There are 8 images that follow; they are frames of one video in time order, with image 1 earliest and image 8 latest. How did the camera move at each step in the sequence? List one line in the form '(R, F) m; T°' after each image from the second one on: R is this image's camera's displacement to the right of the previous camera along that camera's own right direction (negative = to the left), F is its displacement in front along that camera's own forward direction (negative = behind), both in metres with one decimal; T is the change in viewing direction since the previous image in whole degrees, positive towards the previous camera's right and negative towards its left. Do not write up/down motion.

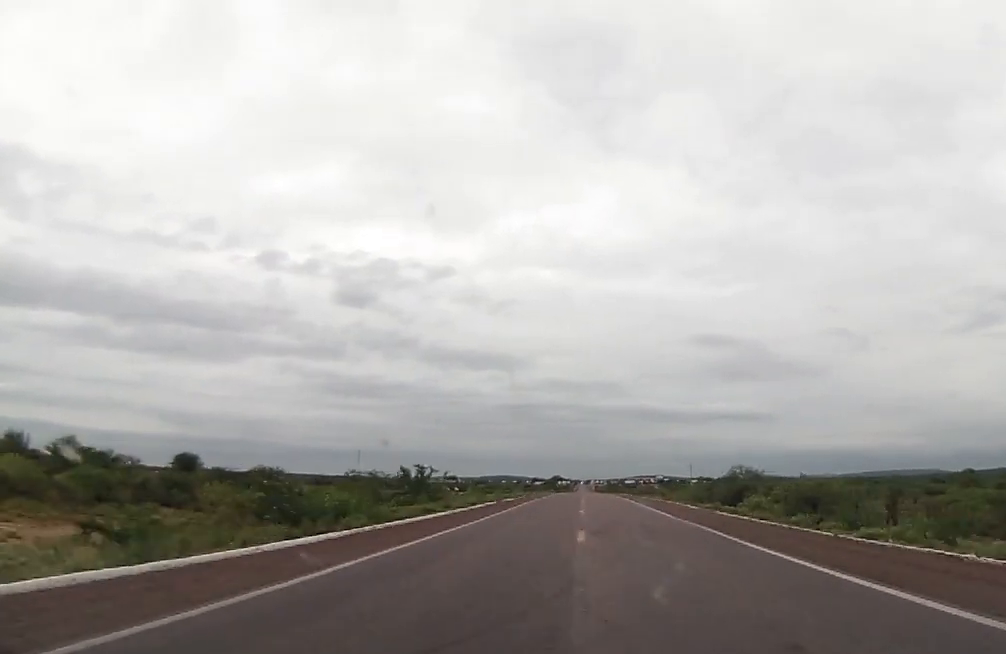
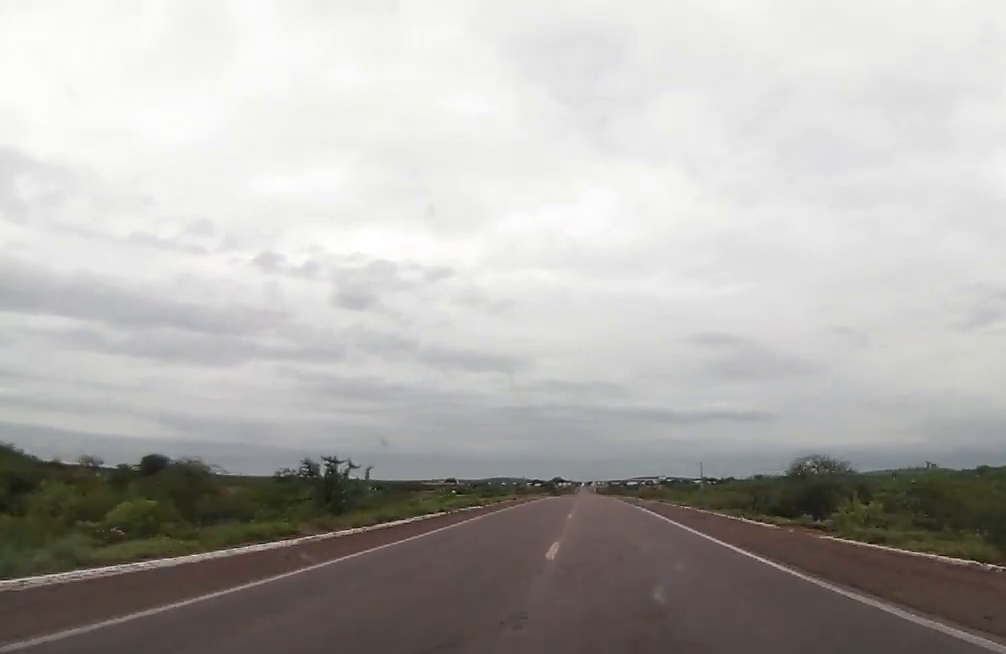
(+0.2, +20.9) m; 0°
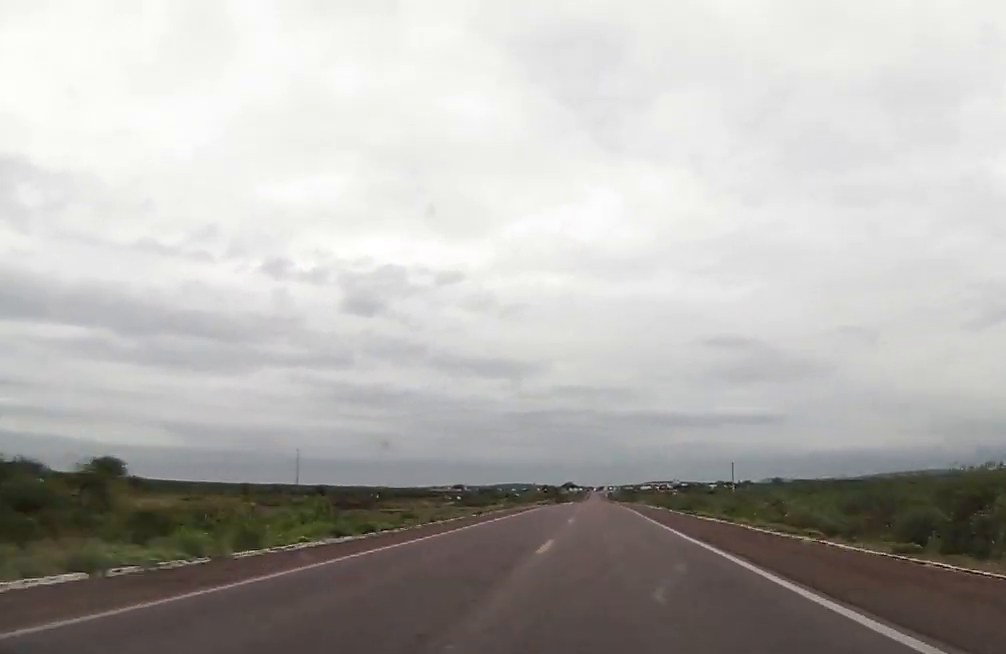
(-0.2, +31.5) m; 0°
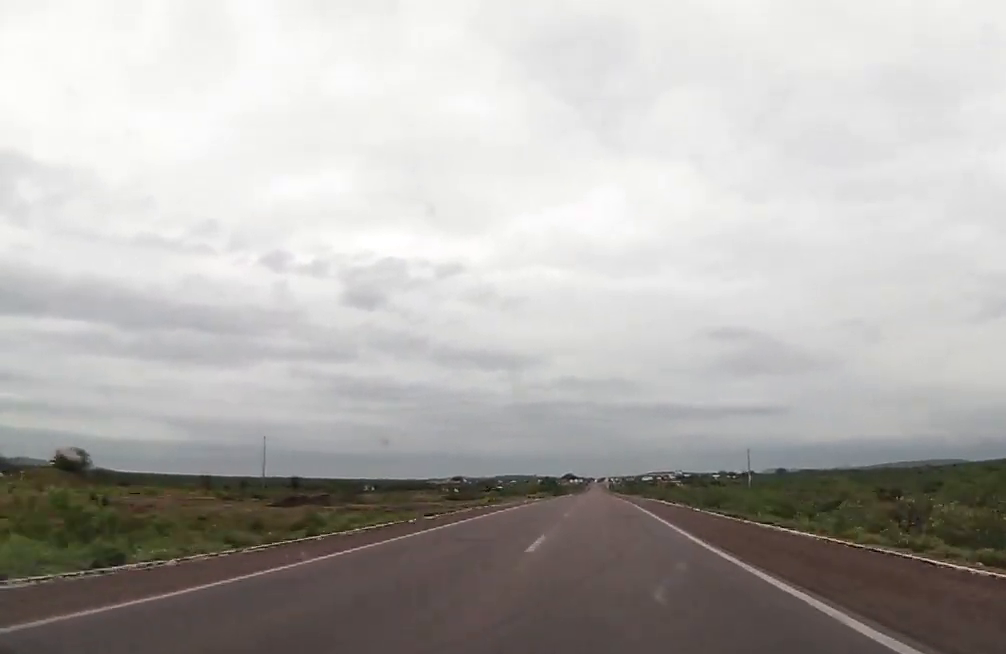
(0.0, +17.6) m; 0°
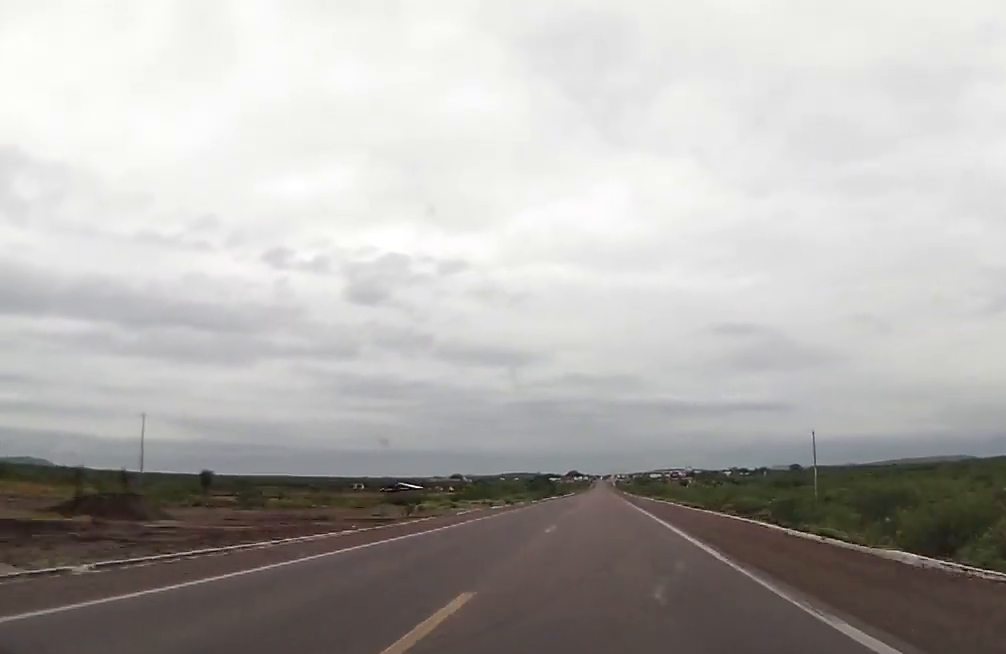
(0.0, +43.8) m; 0°
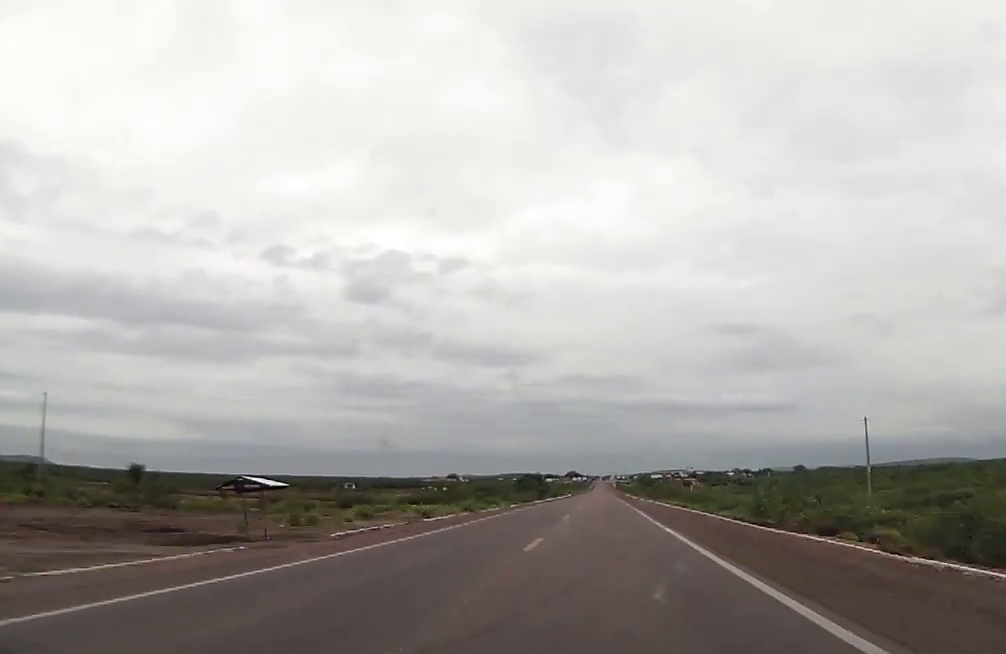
(+0.1, +22.1) m; -1°
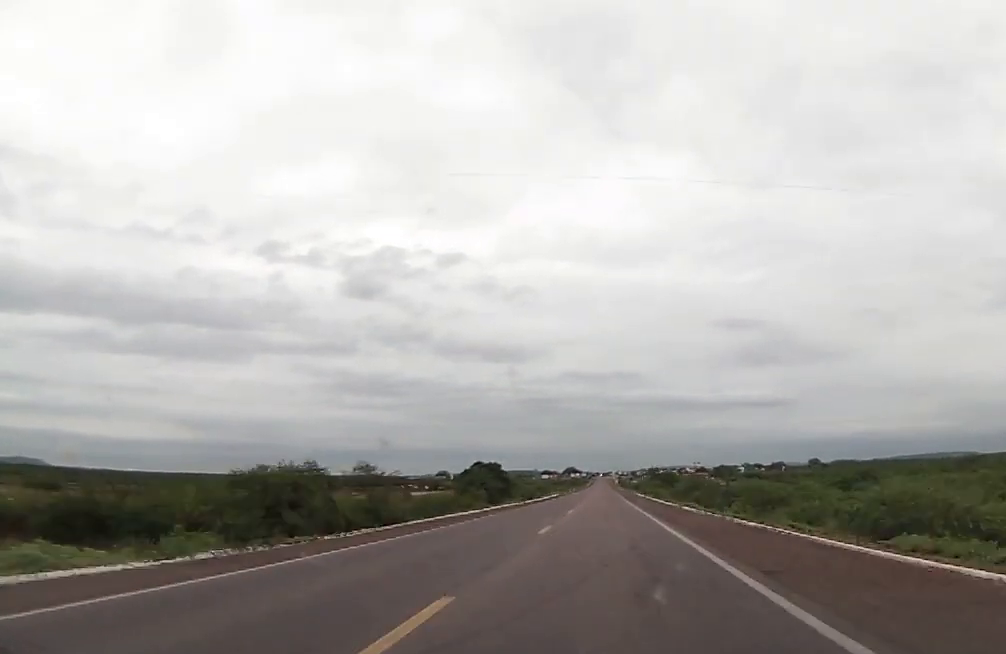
(-0.6, +62.9) m; 0°
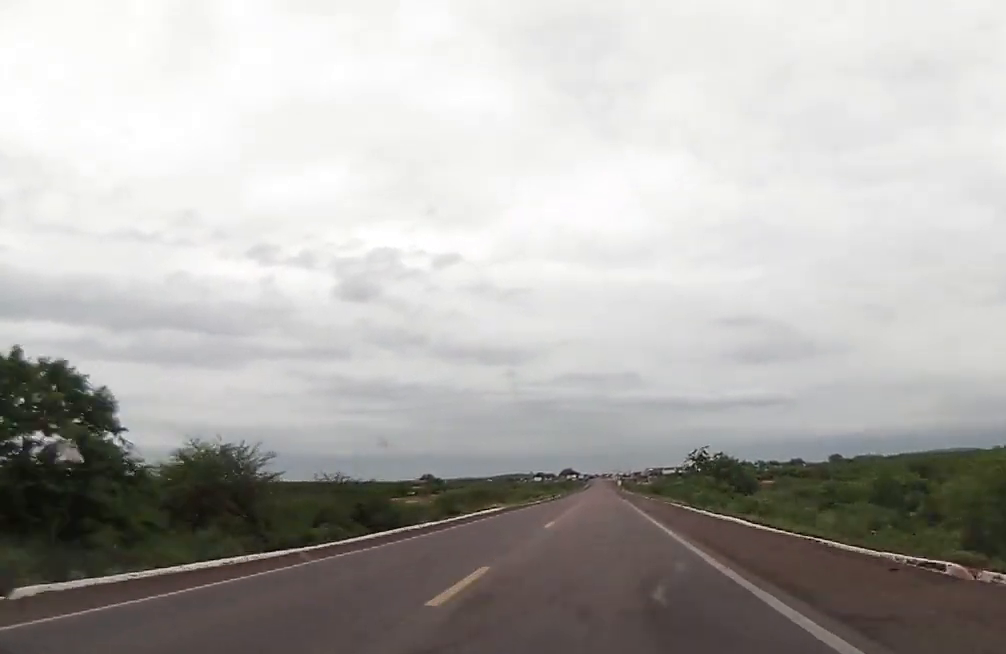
(+0.9, +79.9) m; +1°
